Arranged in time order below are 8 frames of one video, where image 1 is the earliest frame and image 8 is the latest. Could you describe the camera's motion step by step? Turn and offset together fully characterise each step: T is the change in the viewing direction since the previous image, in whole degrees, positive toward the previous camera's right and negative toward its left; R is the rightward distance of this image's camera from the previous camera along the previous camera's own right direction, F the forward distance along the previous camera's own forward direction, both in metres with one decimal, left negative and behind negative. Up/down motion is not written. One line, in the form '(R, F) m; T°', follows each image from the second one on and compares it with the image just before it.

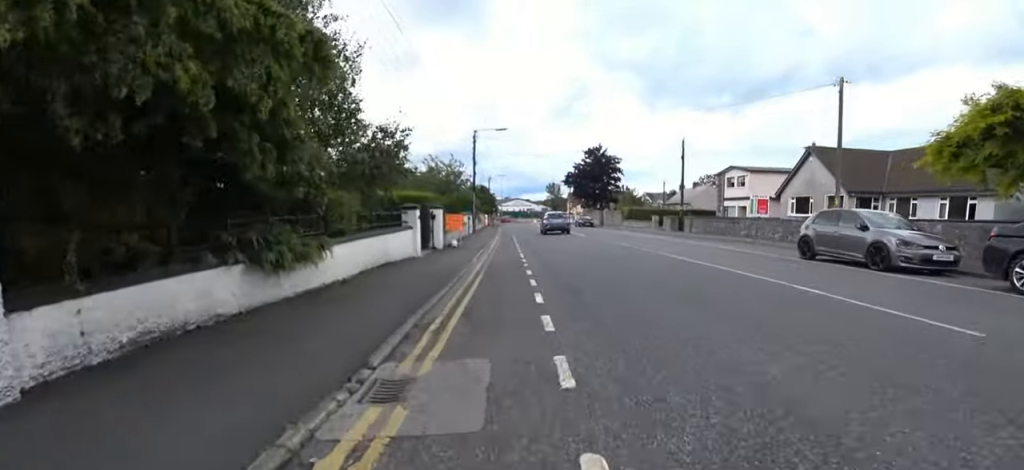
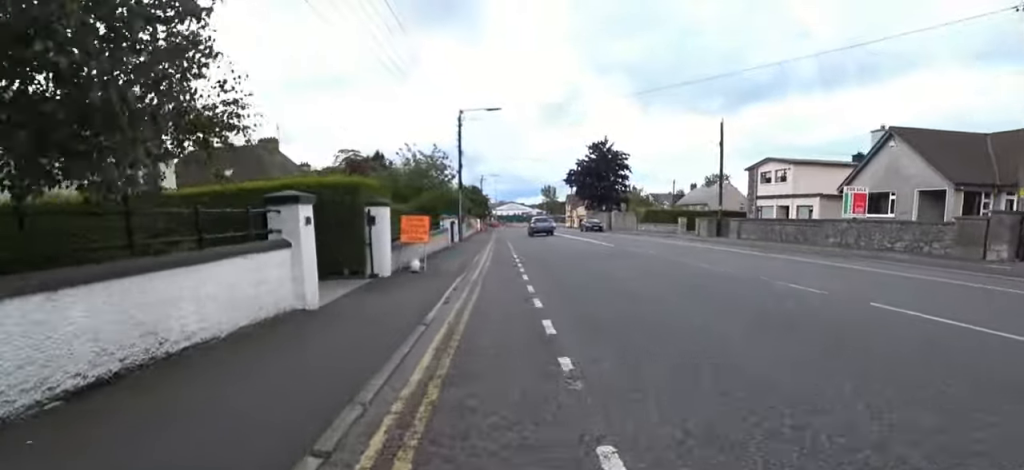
(0.0, +8.1) m; 0°
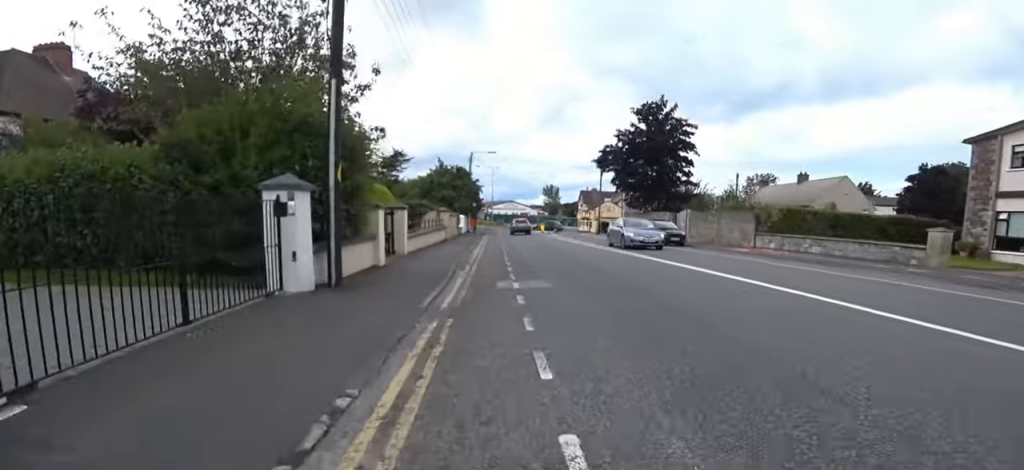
(-0.7, +22.3) m; -3°
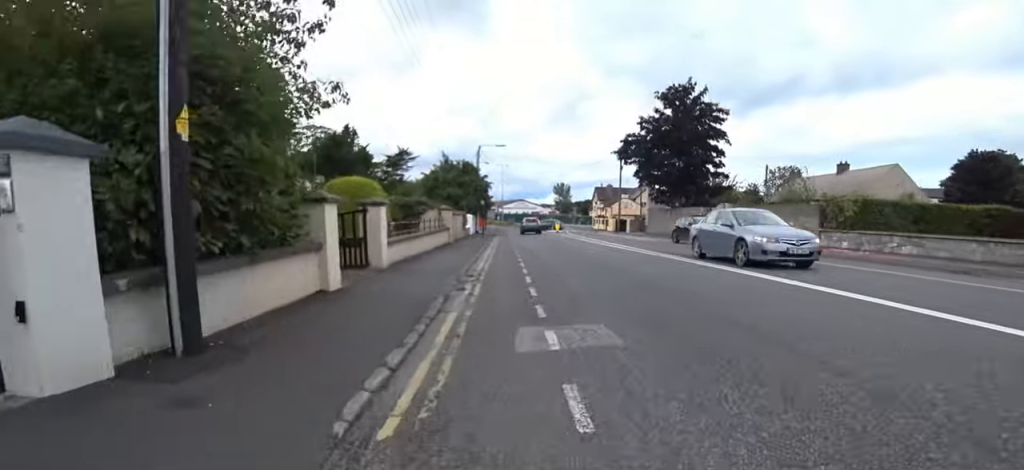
(+0.2, +4.1) m; +1°
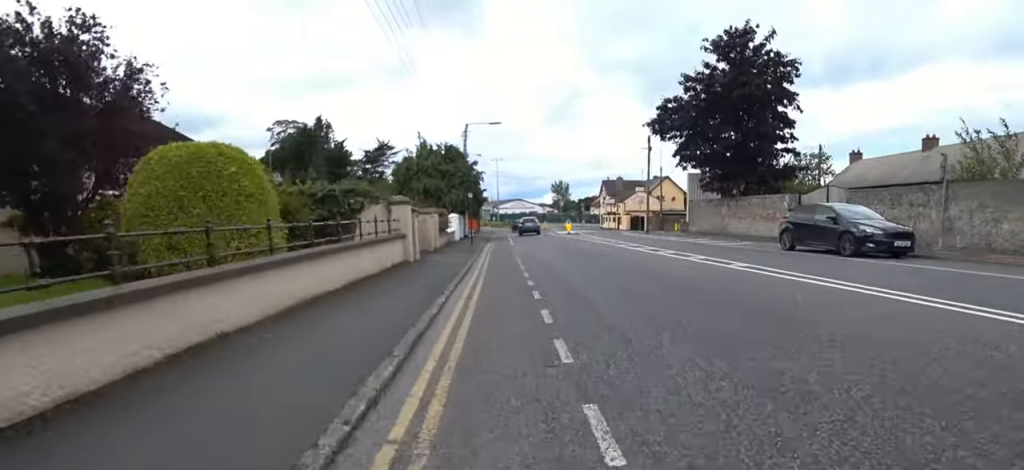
(+0.2, +10.2) m; +1°
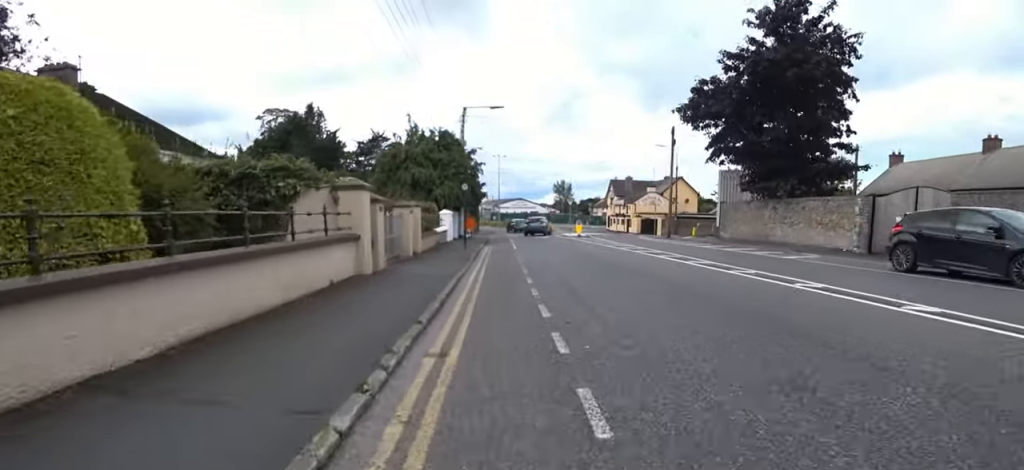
(0.0, +4.5) m; -1°
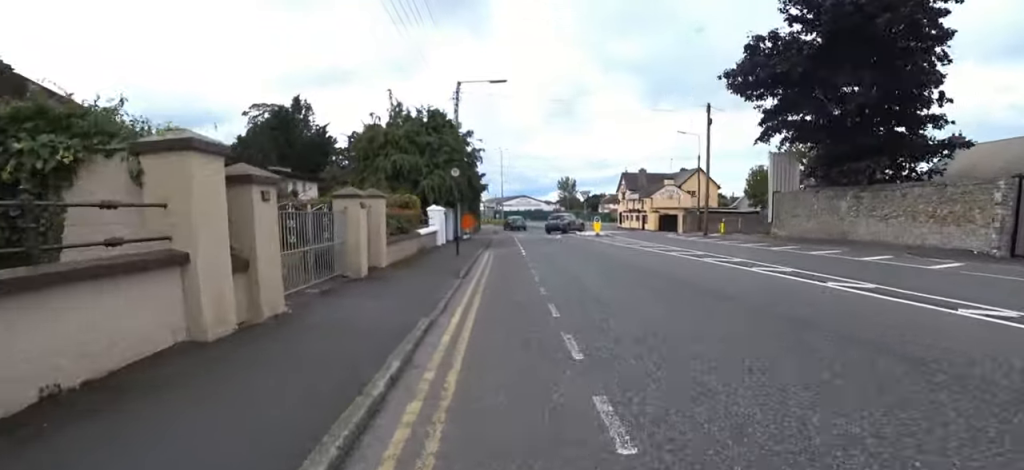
(0.0, +5.1) m; -2°
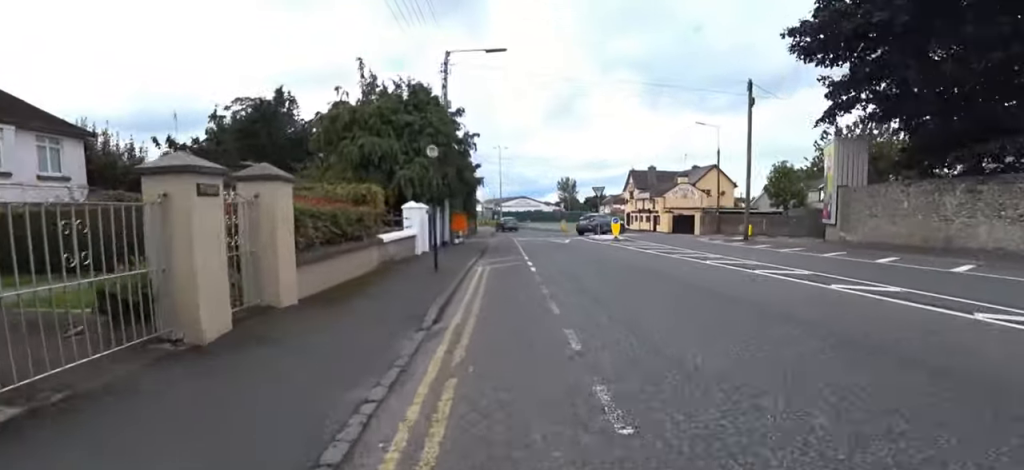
(-0.2, +4.5) m; 0°
